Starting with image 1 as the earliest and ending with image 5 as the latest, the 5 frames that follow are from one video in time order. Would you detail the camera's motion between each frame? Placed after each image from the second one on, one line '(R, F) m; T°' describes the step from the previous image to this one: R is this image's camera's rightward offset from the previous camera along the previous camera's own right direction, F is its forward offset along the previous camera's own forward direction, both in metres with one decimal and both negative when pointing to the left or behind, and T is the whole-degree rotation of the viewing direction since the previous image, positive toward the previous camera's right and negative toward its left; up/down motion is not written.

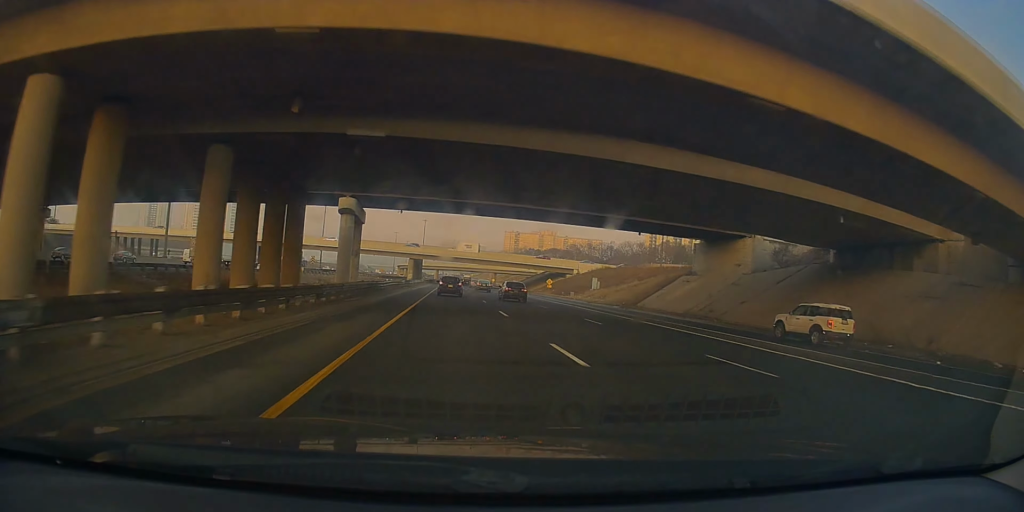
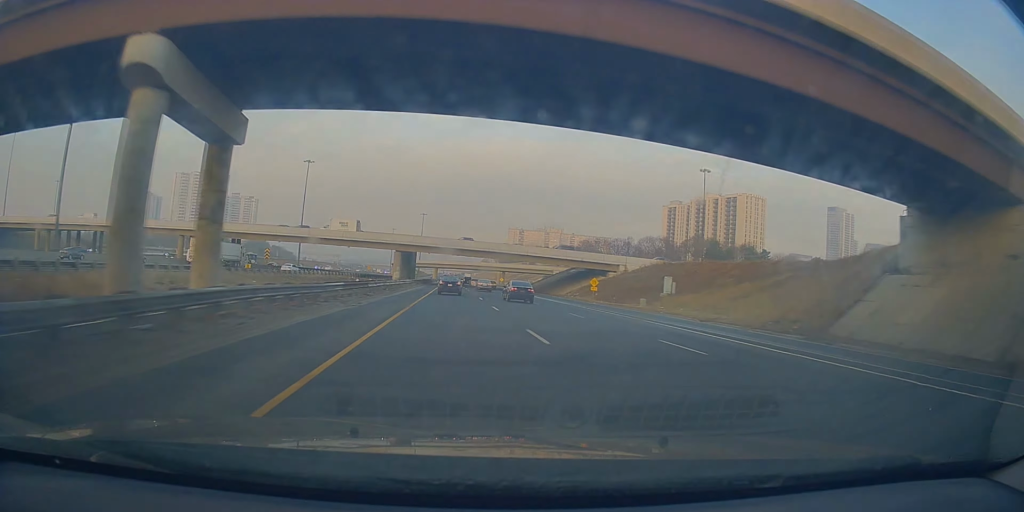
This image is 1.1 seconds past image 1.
(-0.1, +33.0) m; 0°
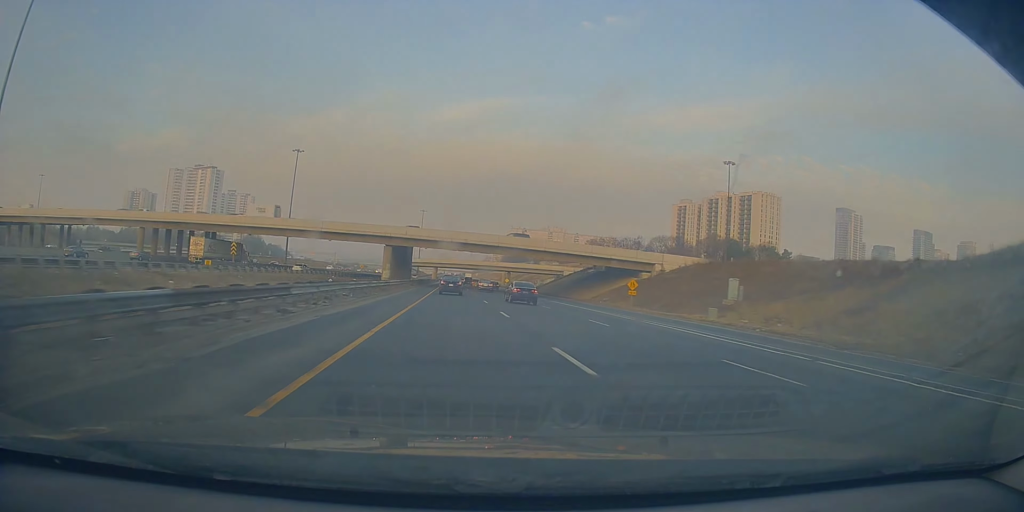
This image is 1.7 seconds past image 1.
(0.0, +15.8) m; +1°
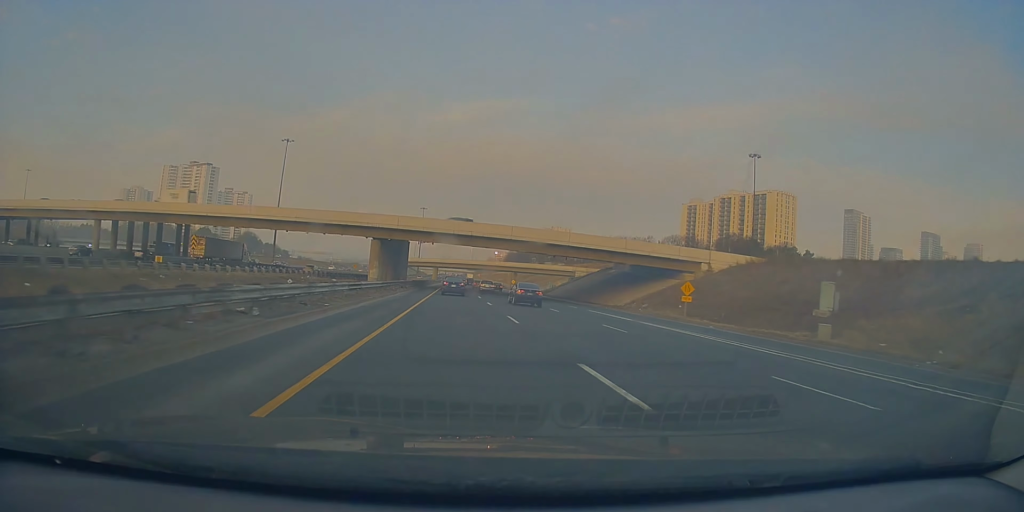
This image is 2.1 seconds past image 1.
(-0.1, +13.9) m; +1°
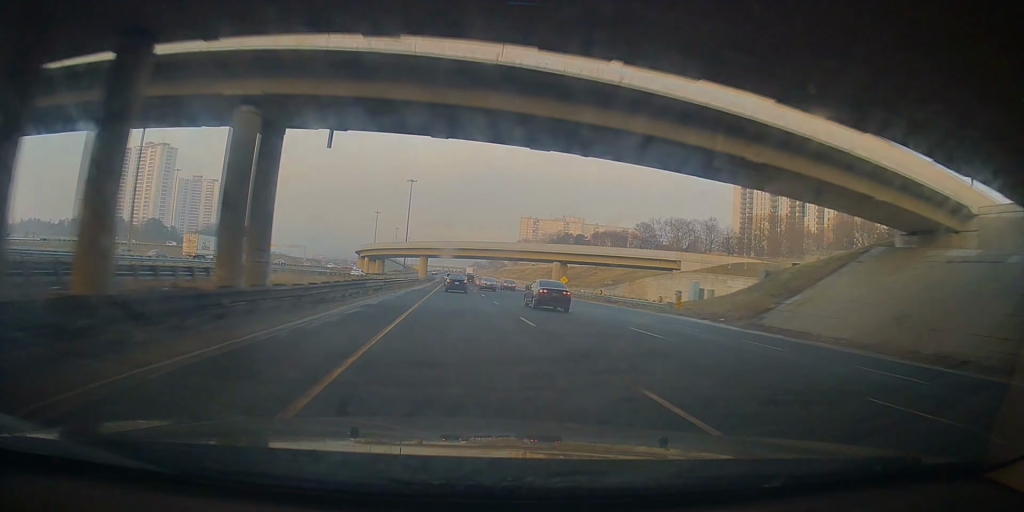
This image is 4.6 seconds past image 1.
(+0.4, +76.2) m; +1°
